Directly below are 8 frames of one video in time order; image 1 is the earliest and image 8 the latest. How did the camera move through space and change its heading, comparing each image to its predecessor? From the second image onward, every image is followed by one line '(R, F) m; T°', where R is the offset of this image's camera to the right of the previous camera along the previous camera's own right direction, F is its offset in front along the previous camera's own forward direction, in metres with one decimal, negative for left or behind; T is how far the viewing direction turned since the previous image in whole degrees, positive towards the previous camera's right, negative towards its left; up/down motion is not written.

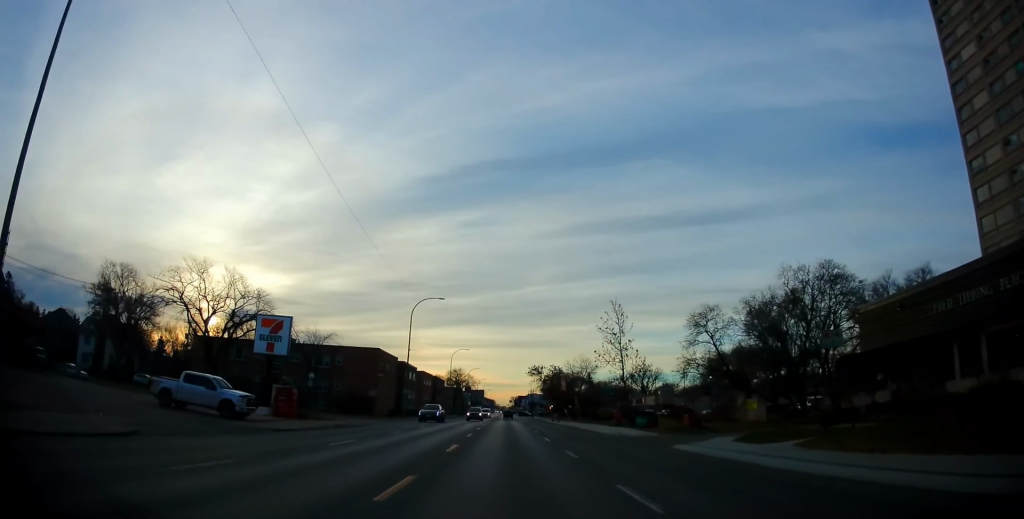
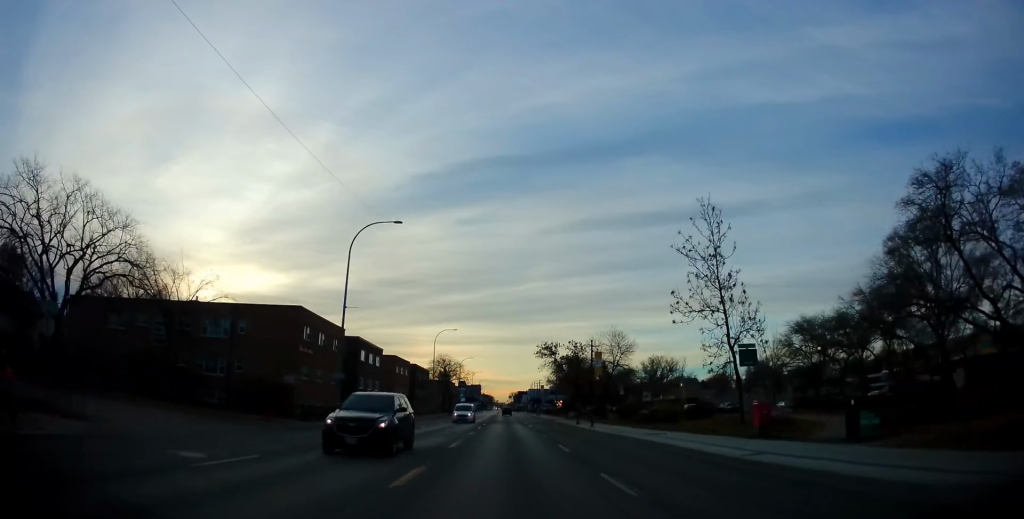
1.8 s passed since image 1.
(-0.3, +26.1) m; 0°
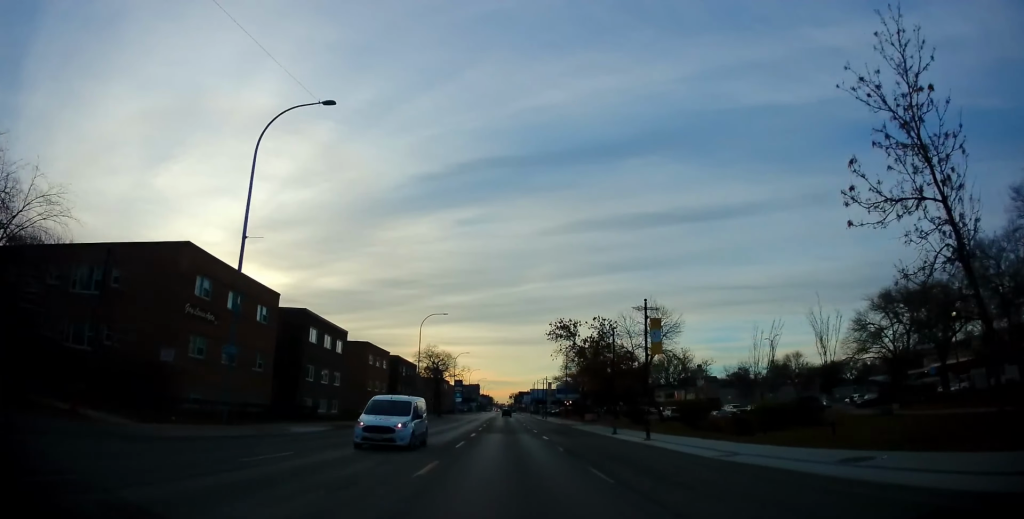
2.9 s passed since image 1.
(0.0, +16.1) m; 0°
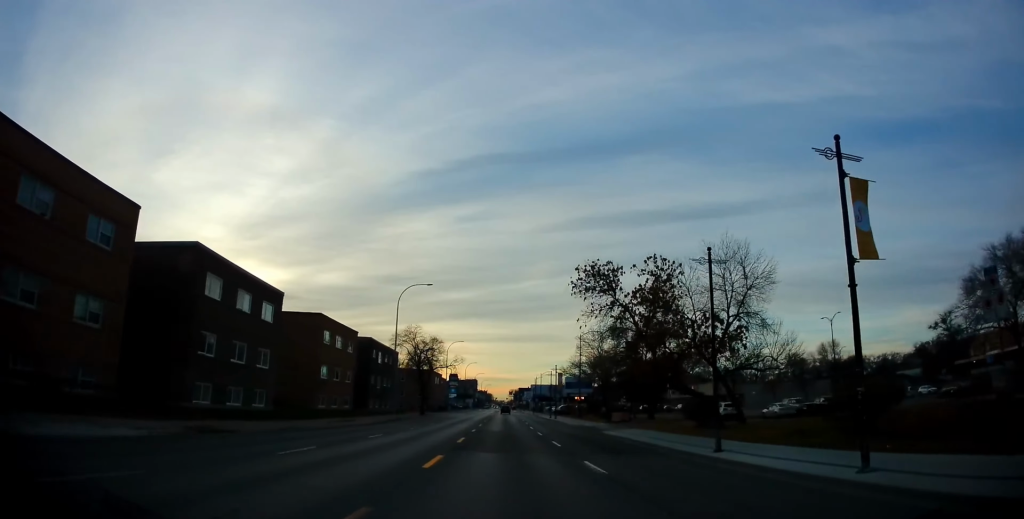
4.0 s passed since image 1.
(-0.1, +16.4) m; 0°
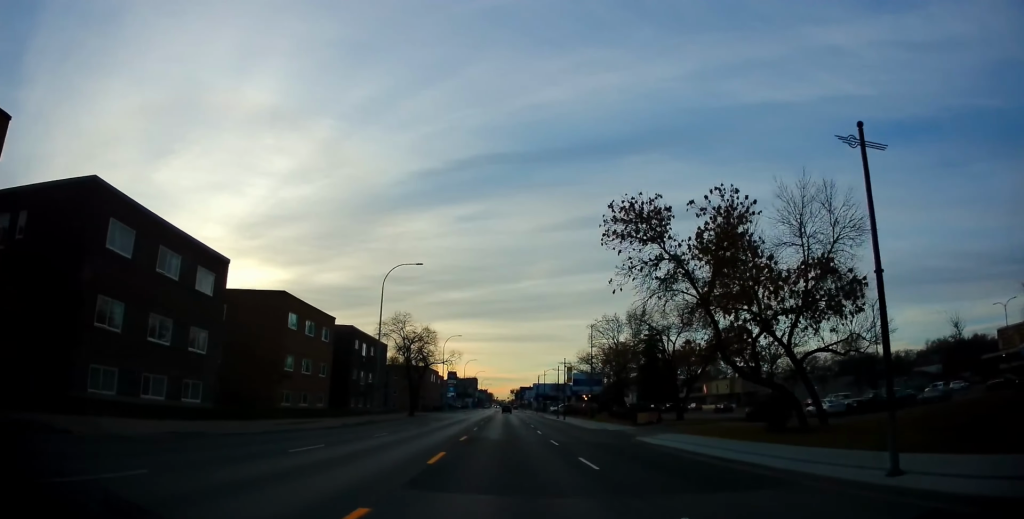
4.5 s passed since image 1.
(-0.1, +8.5) m; +1°
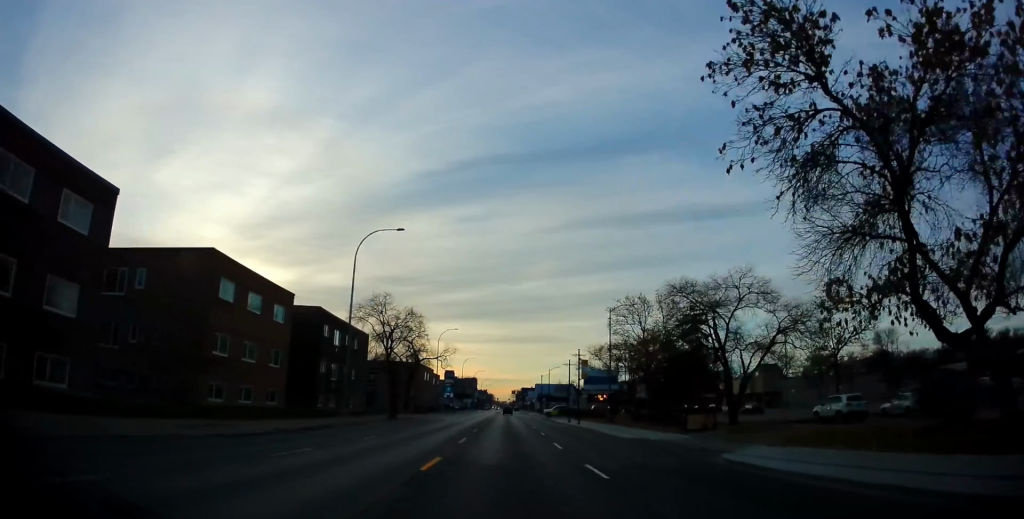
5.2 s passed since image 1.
(+0.3, +10.4) m; 0°
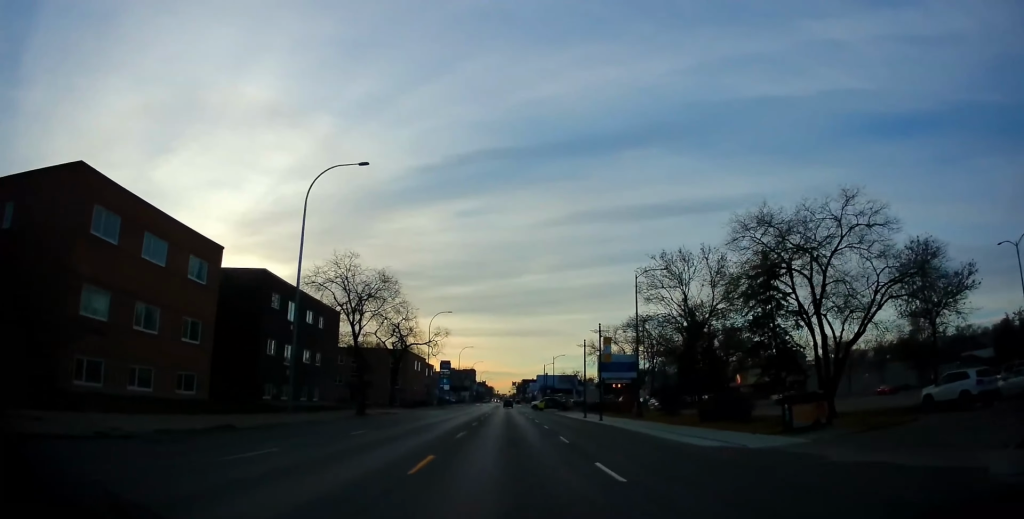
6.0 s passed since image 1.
(0.0, +10.8) m; 0°
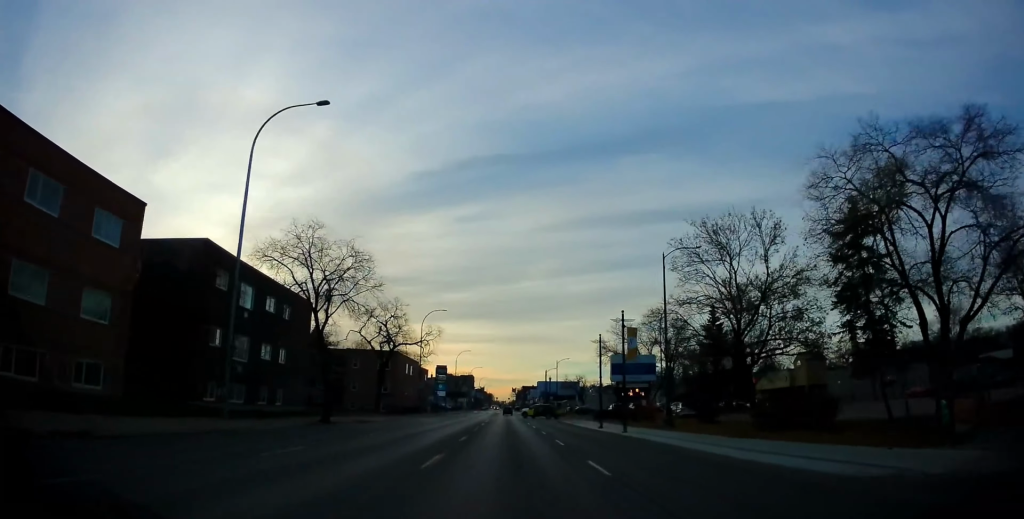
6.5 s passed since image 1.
(-0.2, +7.9) m; -1°
